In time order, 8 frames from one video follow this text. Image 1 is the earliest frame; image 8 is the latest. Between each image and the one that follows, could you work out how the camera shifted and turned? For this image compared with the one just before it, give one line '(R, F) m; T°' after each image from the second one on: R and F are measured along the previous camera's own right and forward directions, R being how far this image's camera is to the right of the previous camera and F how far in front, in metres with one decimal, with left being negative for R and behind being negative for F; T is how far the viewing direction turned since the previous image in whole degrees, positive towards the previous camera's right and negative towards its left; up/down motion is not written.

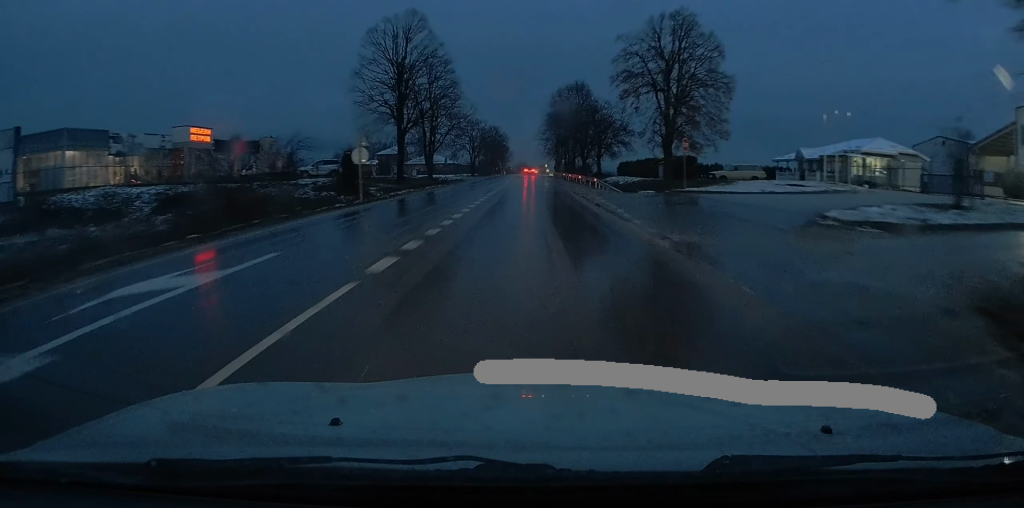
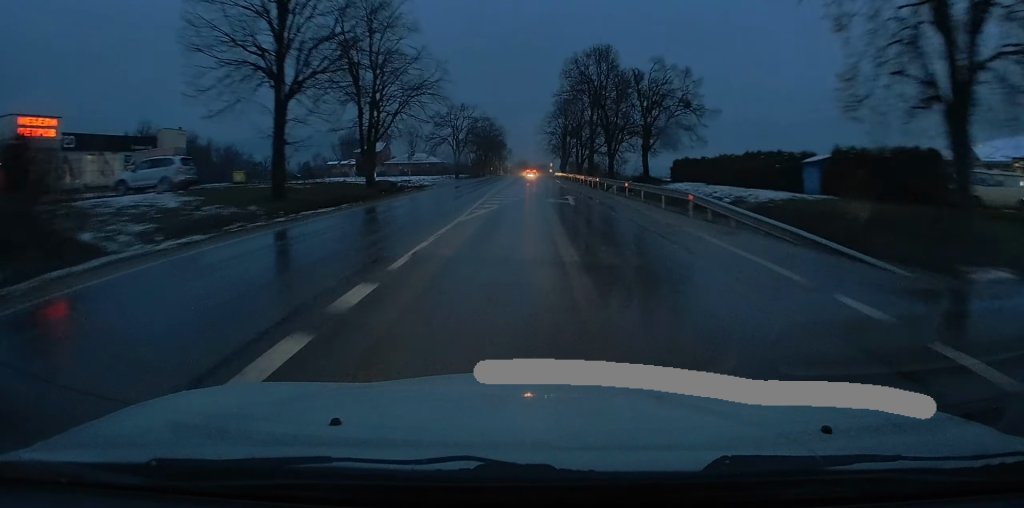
(-0.1, +27.4) m; 0°
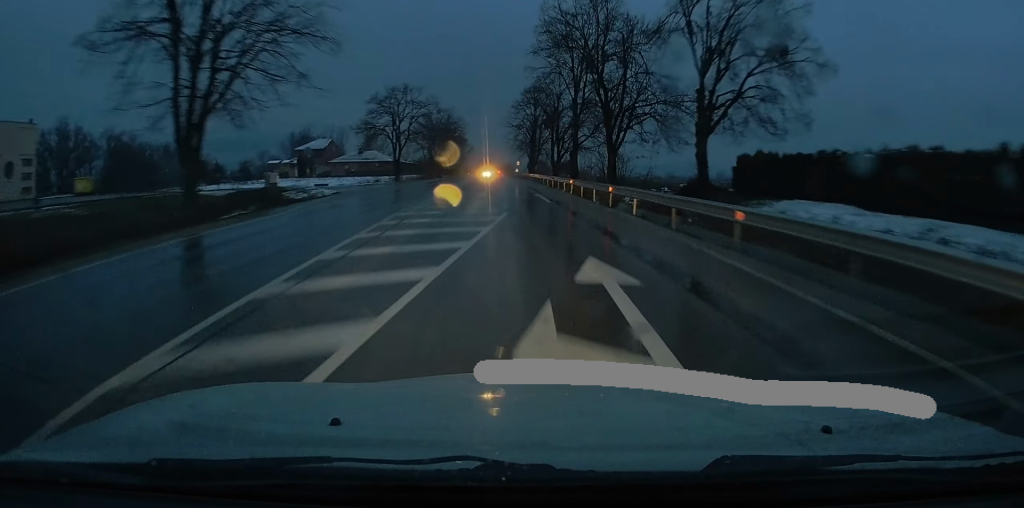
(+0.4, +20.6) m; +2°
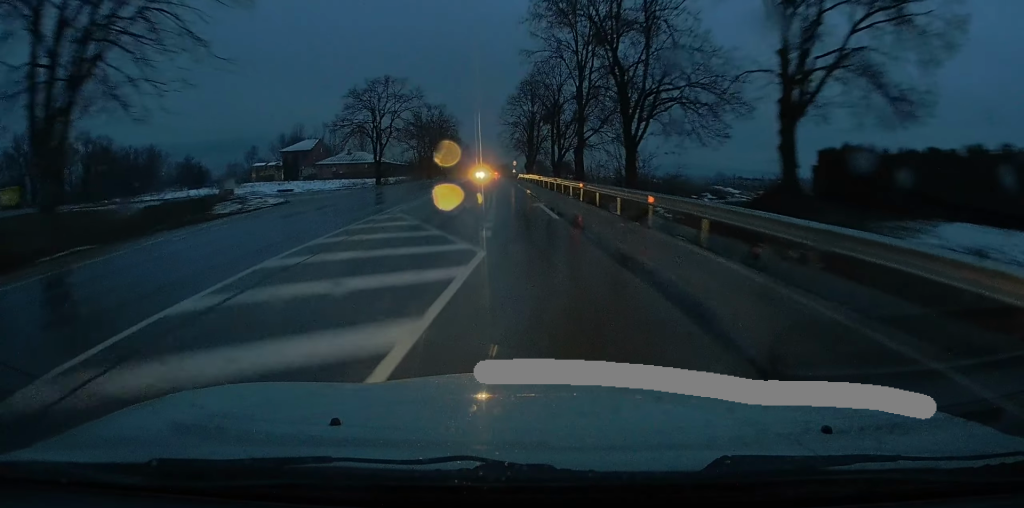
(+0.1, +7.9) m; 0°
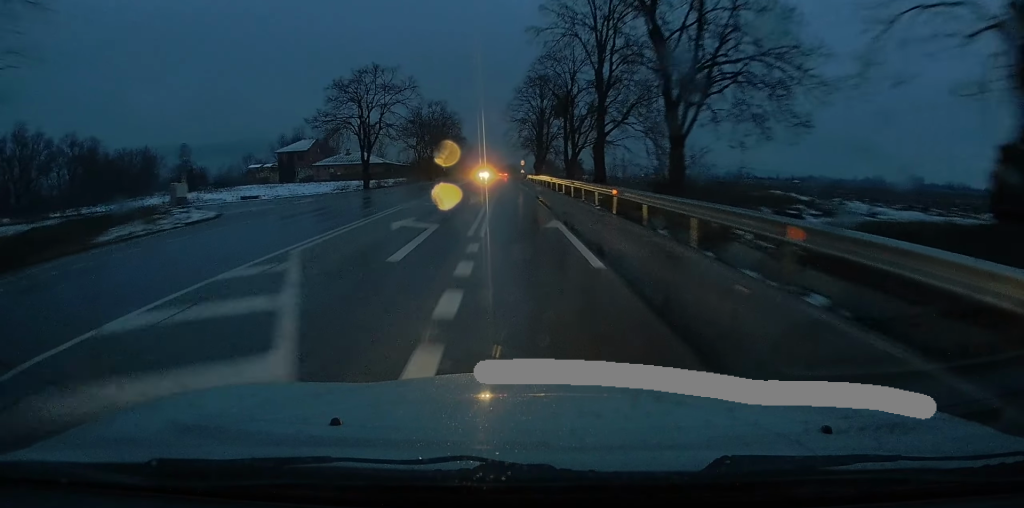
(-0.1, +7.9) m; -1°
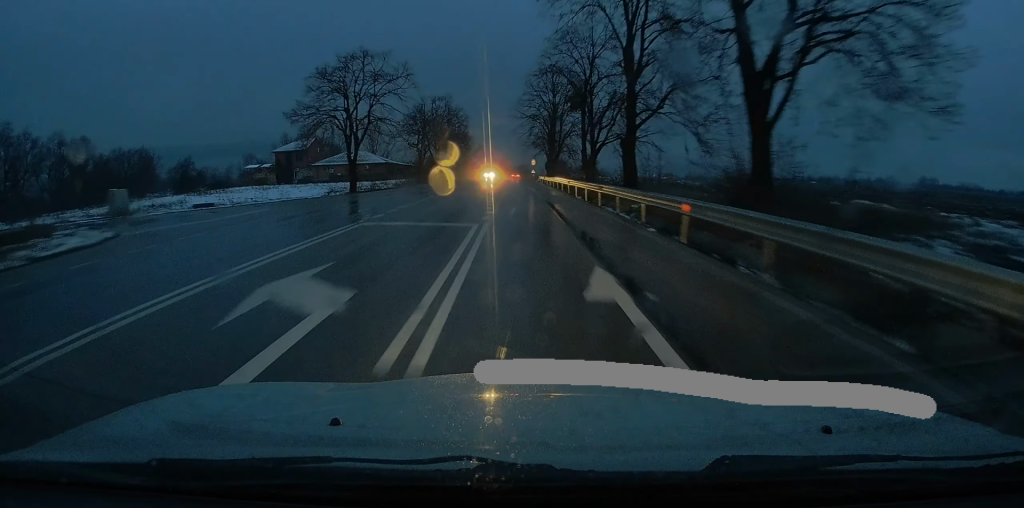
(0.0, +7.4) m; 0°
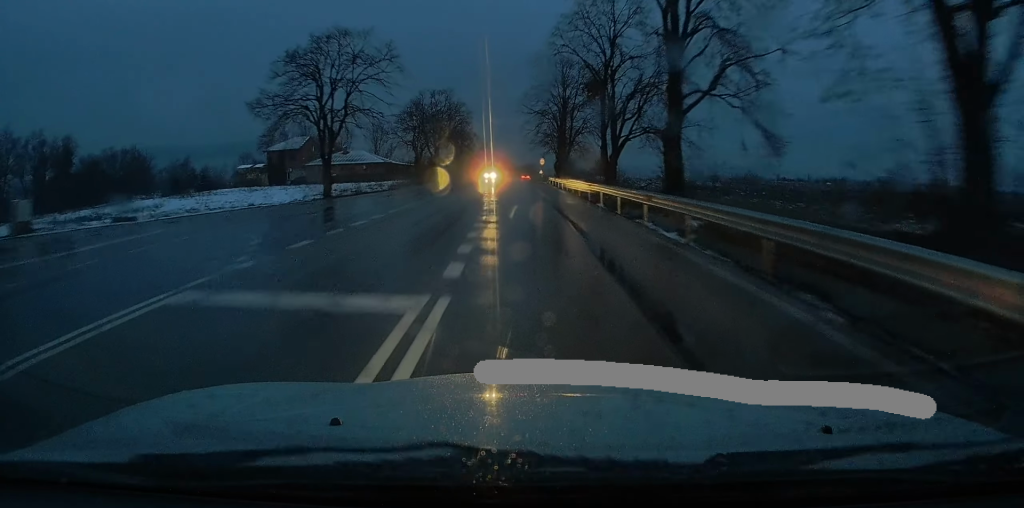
(-0.1, +7.9) m; 0°
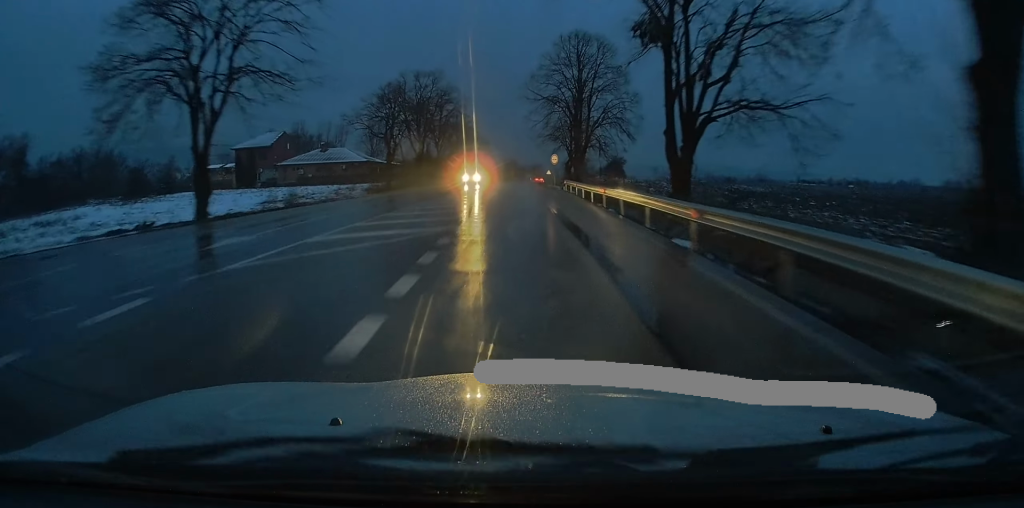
(-0.1, +16.7) m; -1°
